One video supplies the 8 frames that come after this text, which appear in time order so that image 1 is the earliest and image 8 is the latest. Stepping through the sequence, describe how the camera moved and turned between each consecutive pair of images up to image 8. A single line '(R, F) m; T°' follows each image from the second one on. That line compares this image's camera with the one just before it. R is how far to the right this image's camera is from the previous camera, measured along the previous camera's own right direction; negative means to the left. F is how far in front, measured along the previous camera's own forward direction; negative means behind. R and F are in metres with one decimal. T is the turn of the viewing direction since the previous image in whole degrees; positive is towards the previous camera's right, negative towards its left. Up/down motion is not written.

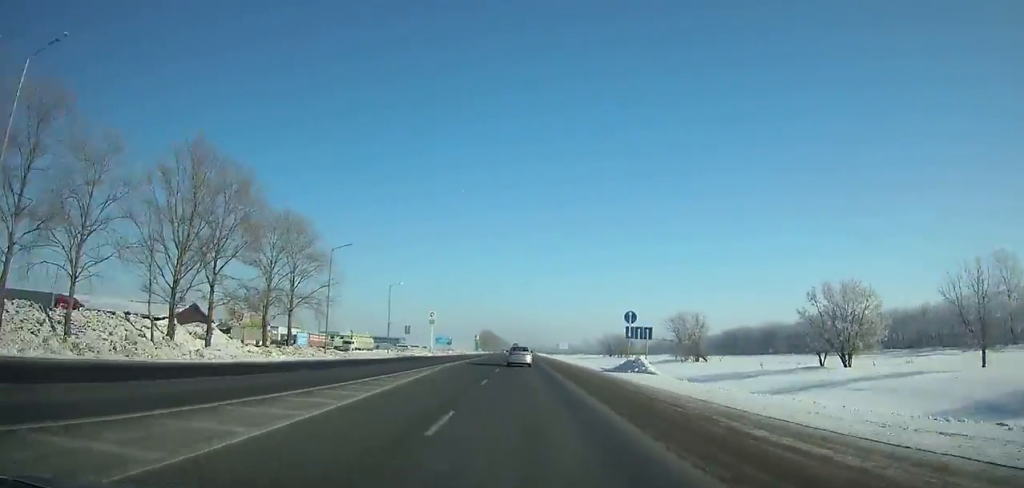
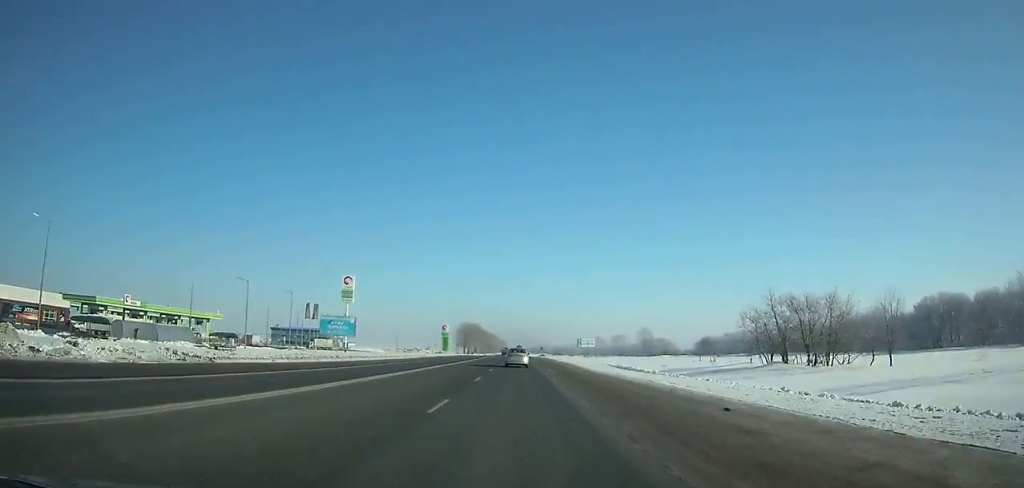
(+0.1, +129.7) m; 0°
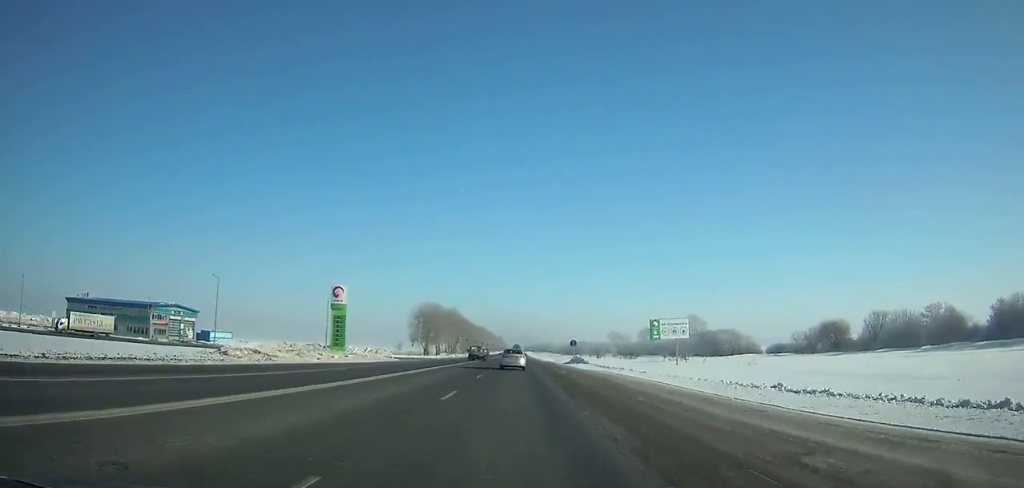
(-0.4, +117.1) m; 0°
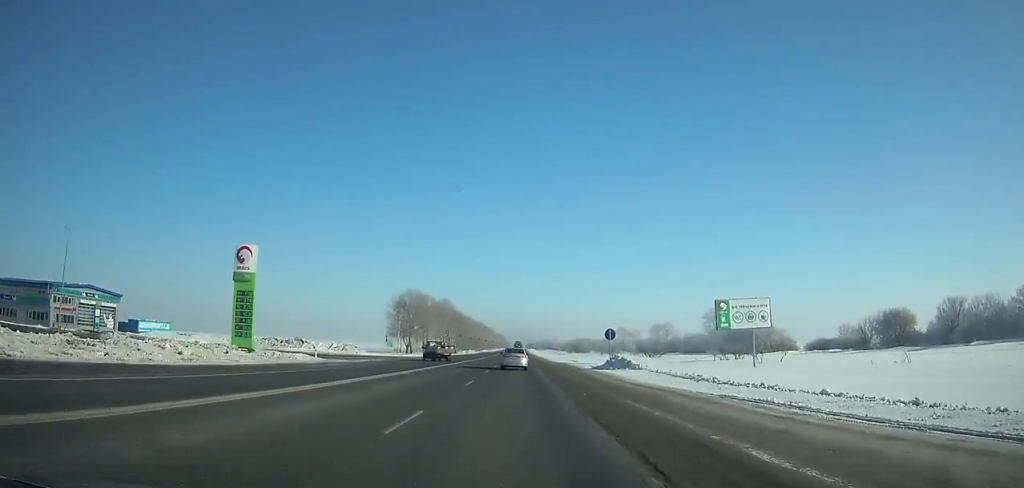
(0.0, +29.9) m; 0°
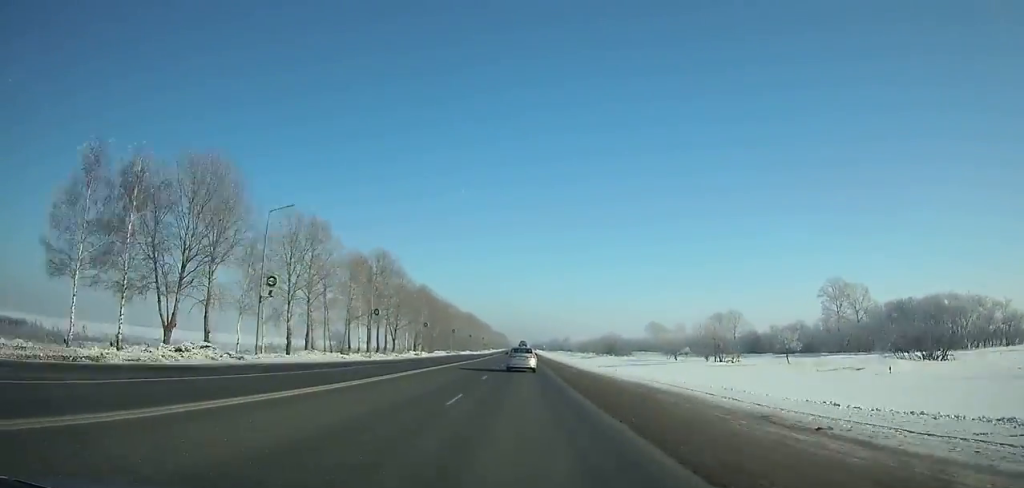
(+0.1, +101.5) m; 0°
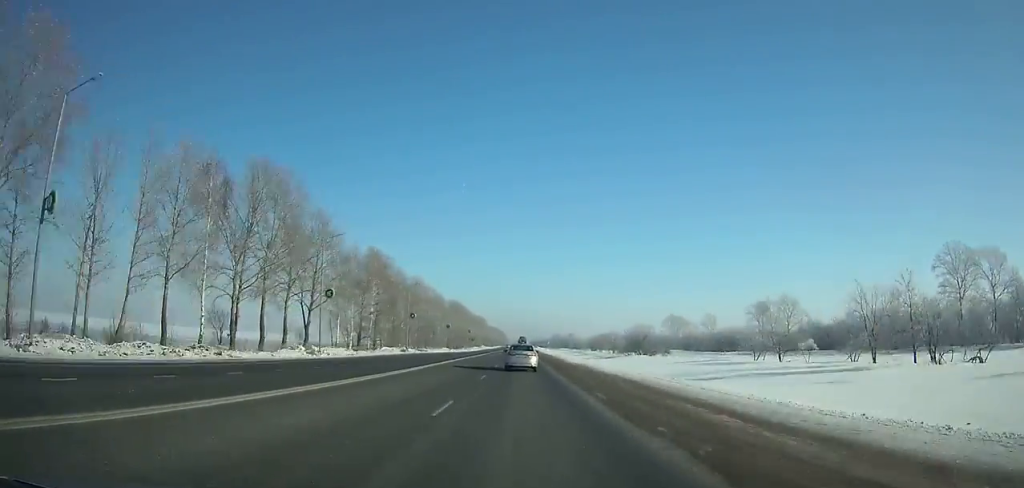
(0.0, +48.8) m; 0°
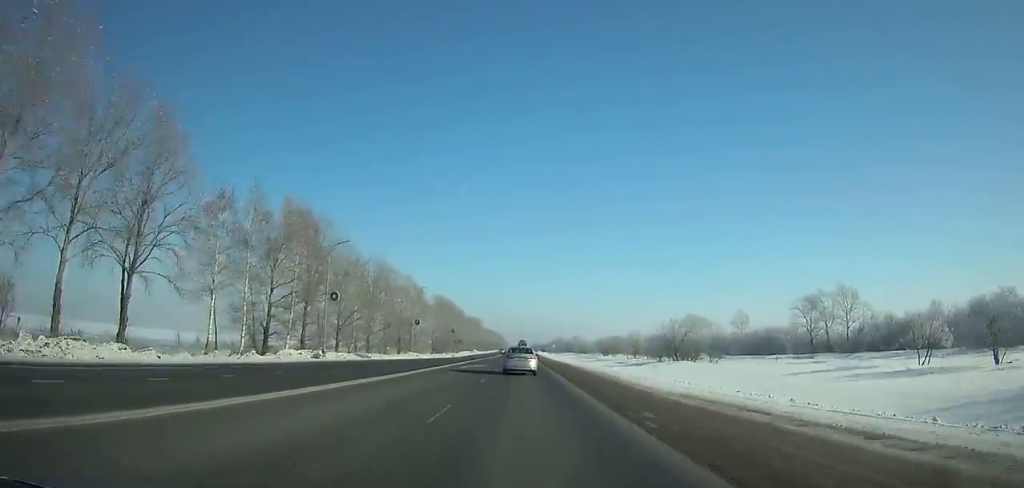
(0.0, +36.1) m; 0°
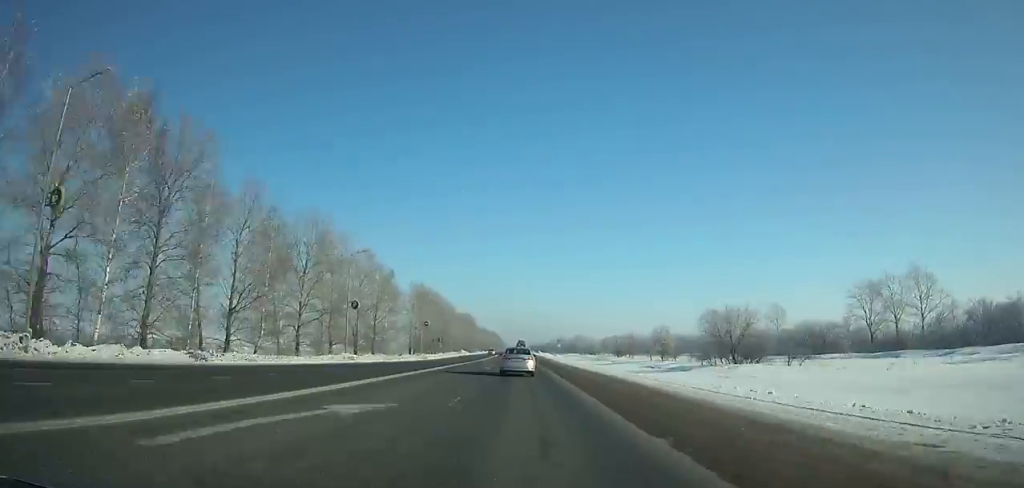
(0.0, +33.4) m; 0°
